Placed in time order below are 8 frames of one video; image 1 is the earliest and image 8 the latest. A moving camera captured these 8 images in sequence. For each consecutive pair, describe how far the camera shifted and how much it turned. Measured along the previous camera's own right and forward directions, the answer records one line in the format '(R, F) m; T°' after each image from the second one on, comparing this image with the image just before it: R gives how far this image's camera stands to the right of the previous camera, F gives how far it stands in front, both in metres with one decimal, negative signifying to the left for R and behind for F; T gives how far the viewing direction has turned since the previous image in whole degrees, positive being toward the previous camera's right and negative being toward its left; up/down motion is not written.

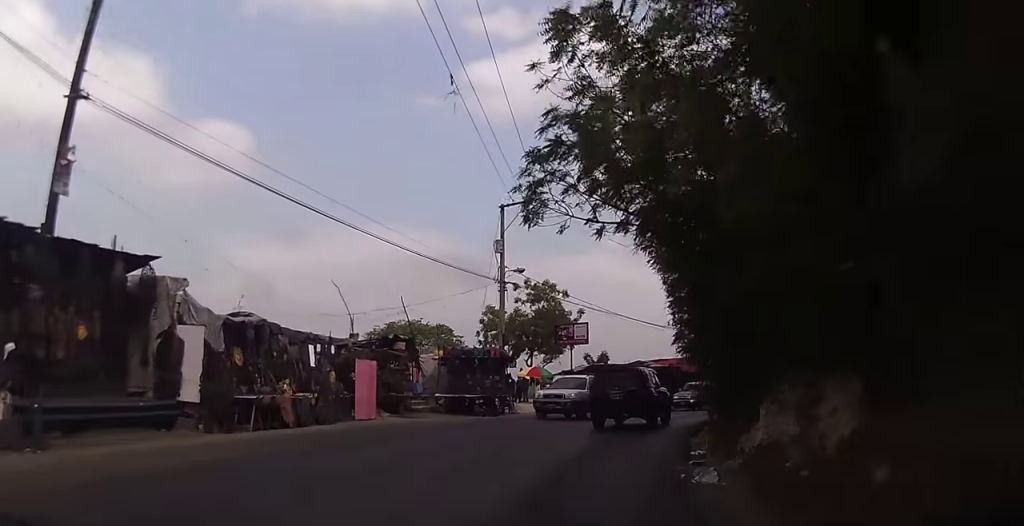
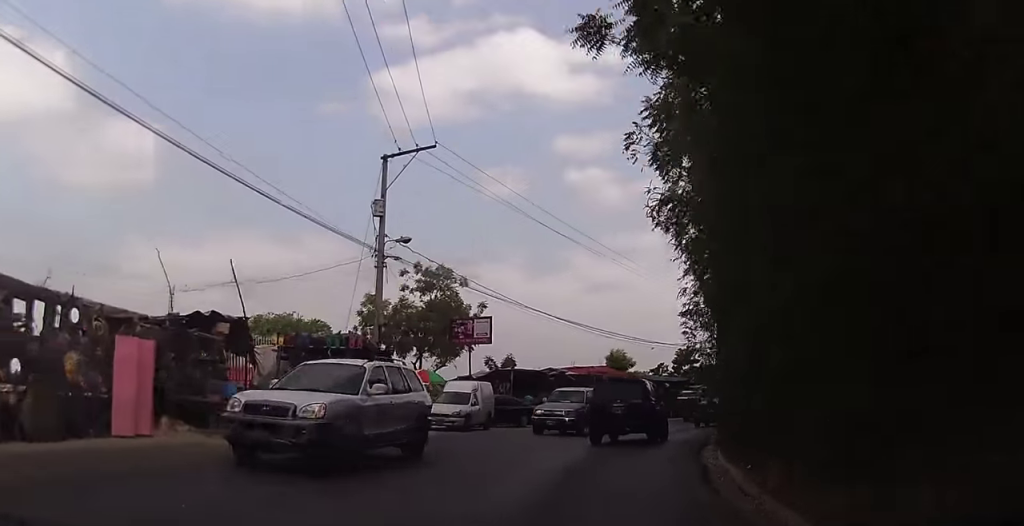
(+0.8, +8.4) m; +12°
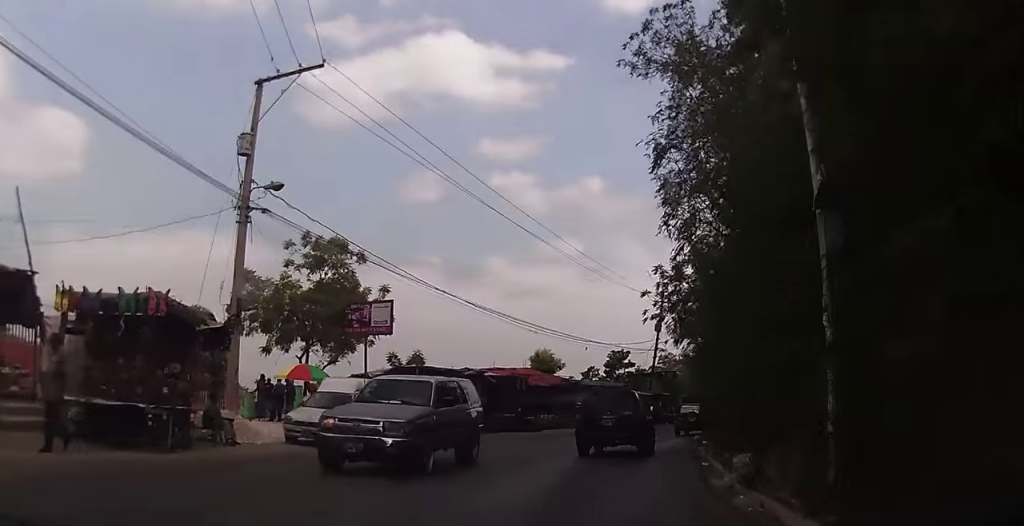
(+0.5, +6.7) m; +8°
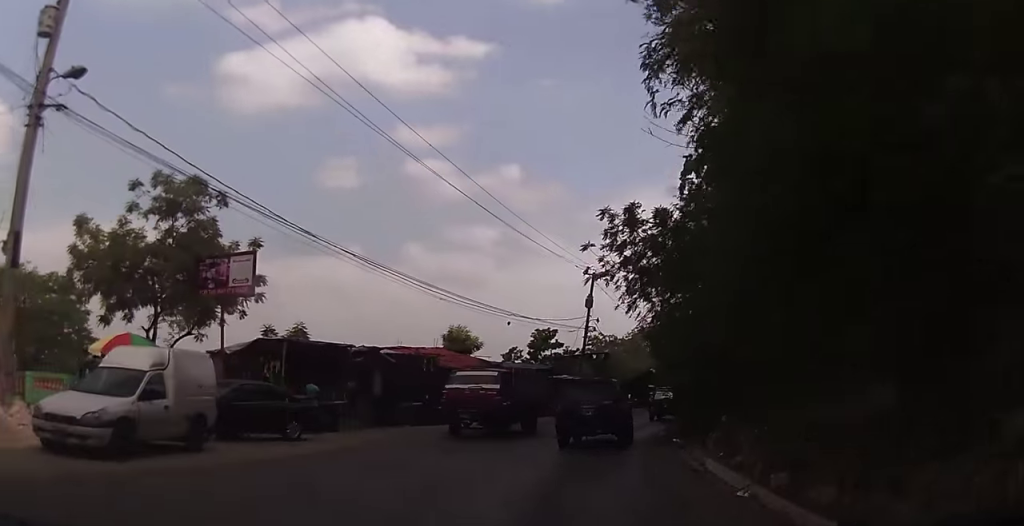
(+0.6, +7.0) m; +4°
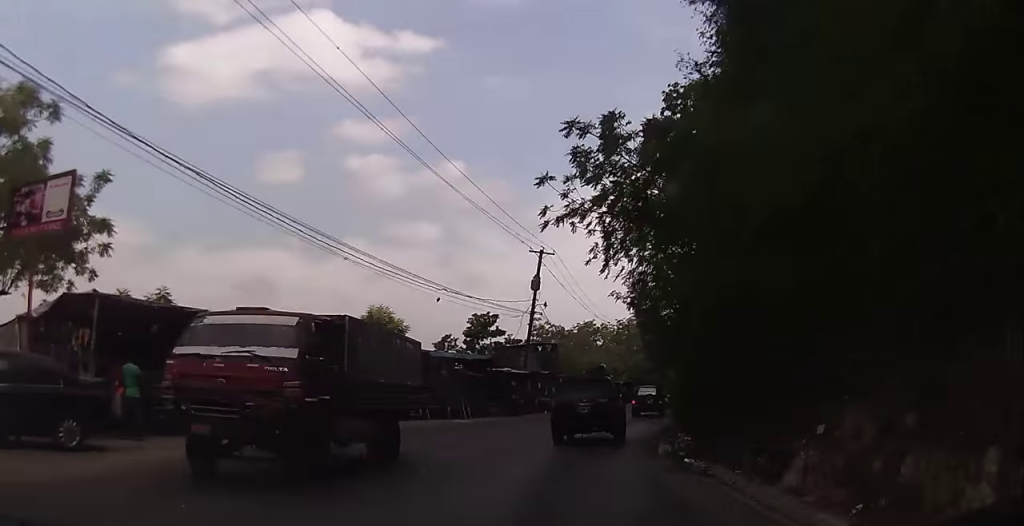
(0.0, +7.1) m; +4°
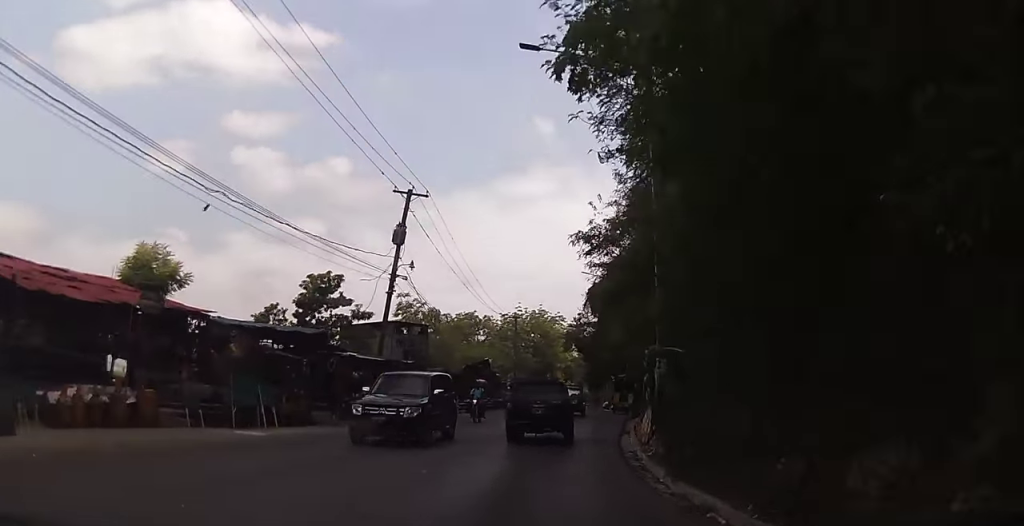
(+1.2, +13.2) m; +12°
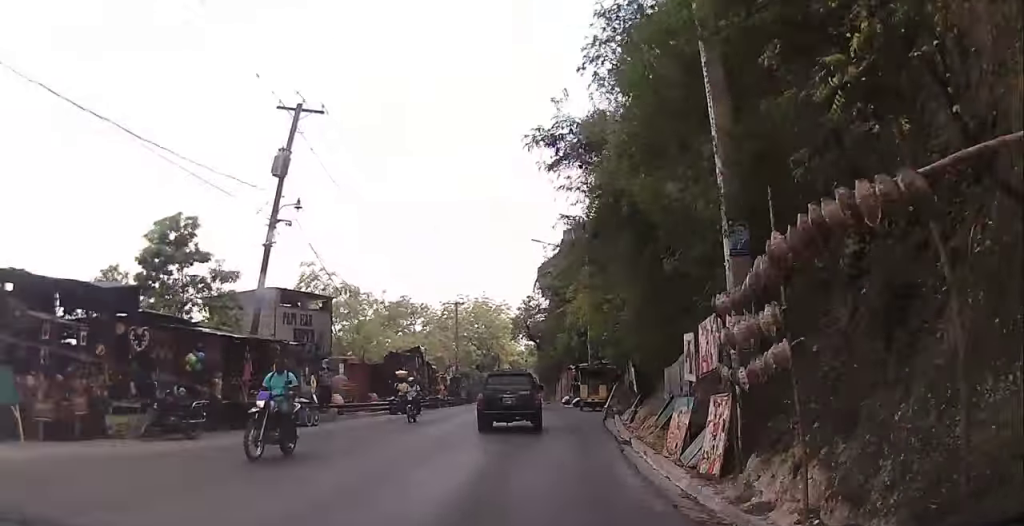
(+0.6, +9.2) m; +5°
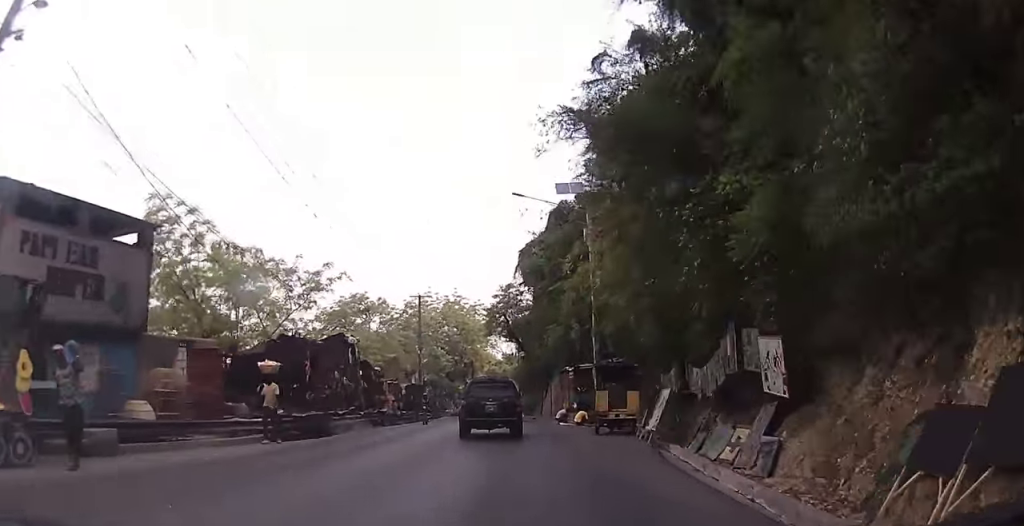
(+0.6, +12.9) m; +4°
